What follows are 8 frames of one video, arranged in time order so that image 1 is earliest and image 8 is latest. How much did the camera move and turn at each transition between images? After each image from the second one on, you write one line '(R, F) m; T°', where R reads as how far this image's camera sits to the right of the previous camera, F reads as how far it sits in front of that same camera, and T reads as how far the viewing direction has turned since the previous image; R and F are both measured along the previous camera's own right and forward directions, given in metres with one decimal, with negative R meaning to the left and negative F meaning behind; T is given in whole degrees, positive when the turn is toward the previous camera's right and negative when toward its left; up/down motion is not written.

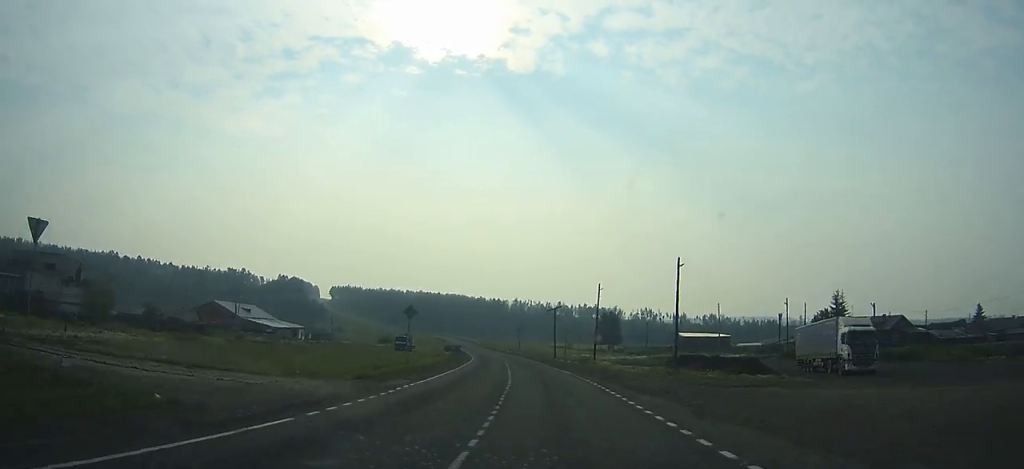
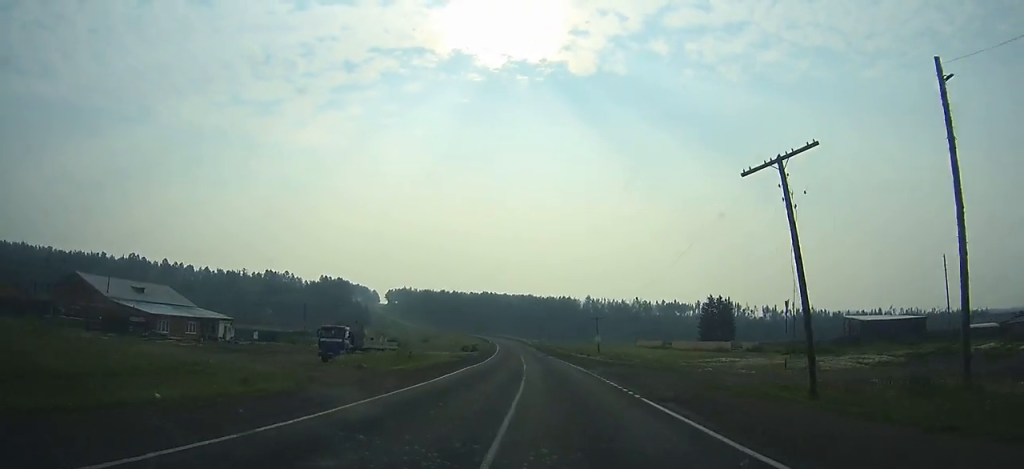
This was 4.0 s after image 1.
(-3.8, +57.5) m; -6°
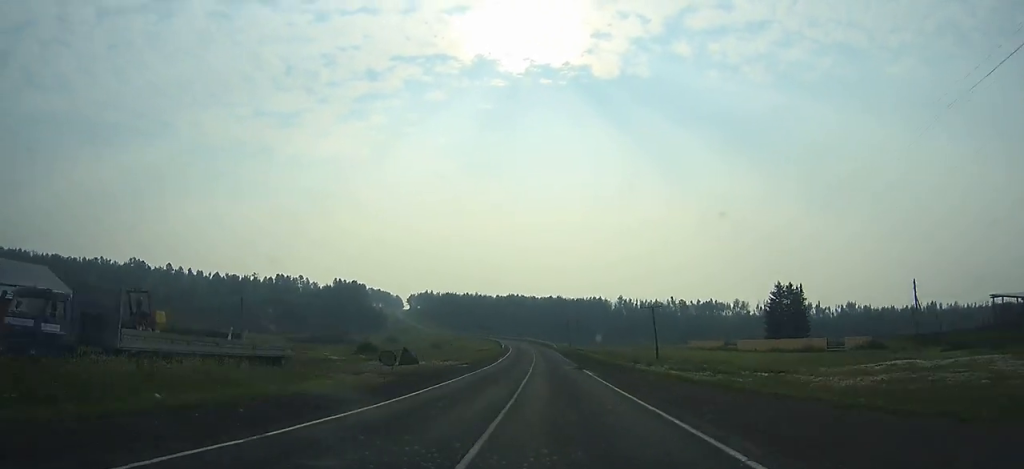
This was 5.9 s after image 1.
(-0.6, +30.2) m; -2°
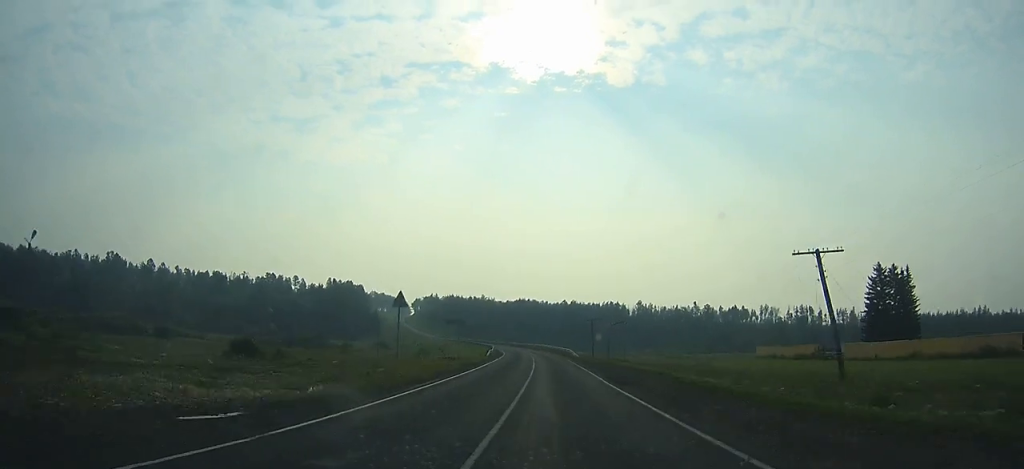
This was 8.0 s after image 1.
(-0.8, +35.8) m; -2°
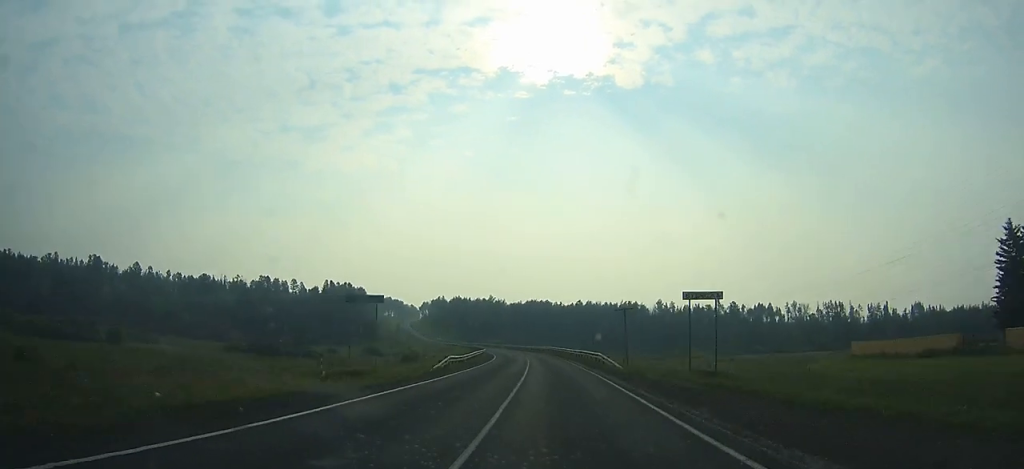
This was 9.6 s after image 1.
(-0.2, +28.4) m; -2°
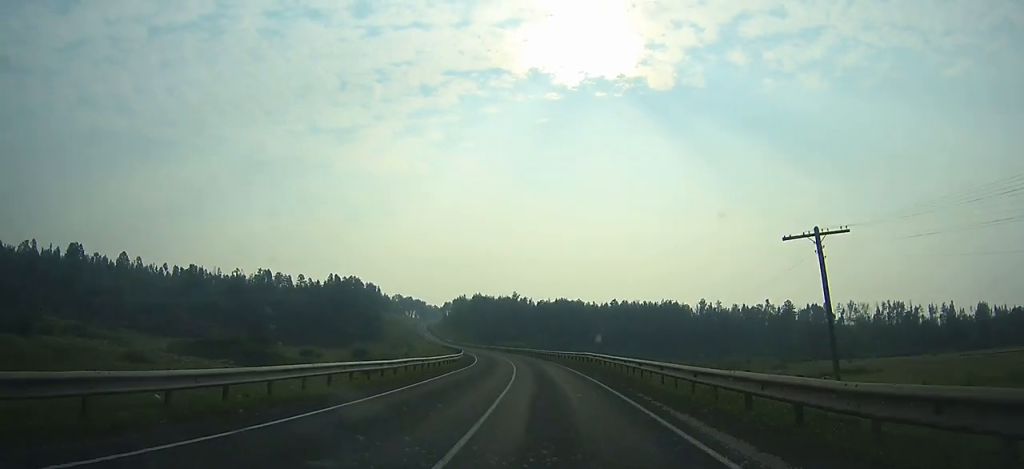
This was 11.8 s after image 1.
(-0.6, +43.7) m; -4°
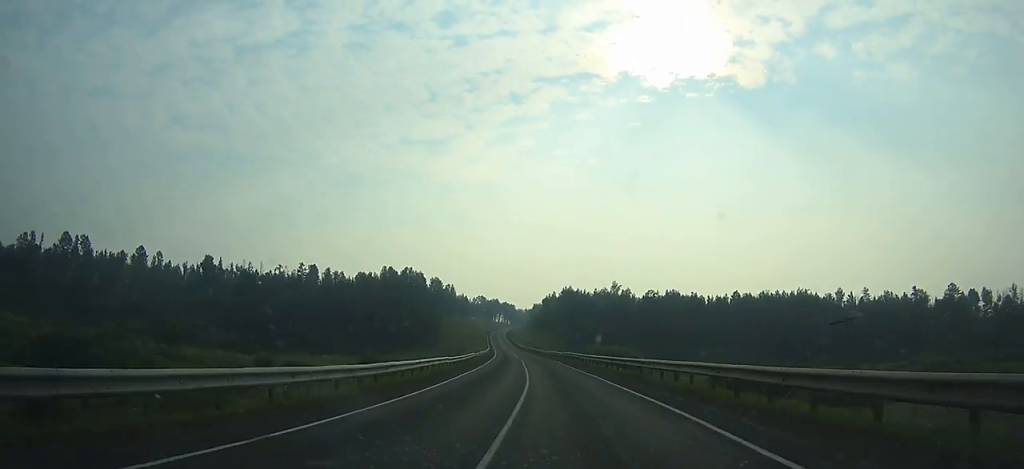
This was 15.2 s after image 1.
(-4.1, +69.7) m; -7°
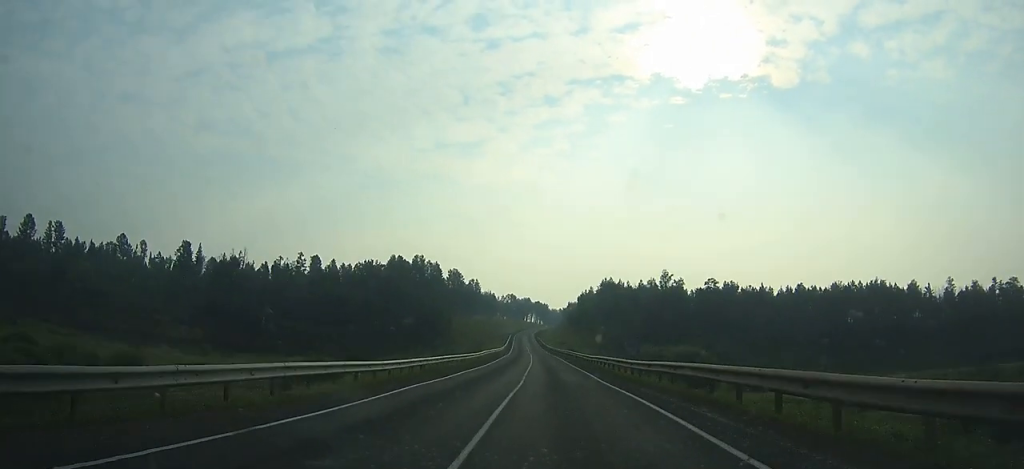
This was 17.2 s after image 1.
(-2.2, +41.7) m; -3°
